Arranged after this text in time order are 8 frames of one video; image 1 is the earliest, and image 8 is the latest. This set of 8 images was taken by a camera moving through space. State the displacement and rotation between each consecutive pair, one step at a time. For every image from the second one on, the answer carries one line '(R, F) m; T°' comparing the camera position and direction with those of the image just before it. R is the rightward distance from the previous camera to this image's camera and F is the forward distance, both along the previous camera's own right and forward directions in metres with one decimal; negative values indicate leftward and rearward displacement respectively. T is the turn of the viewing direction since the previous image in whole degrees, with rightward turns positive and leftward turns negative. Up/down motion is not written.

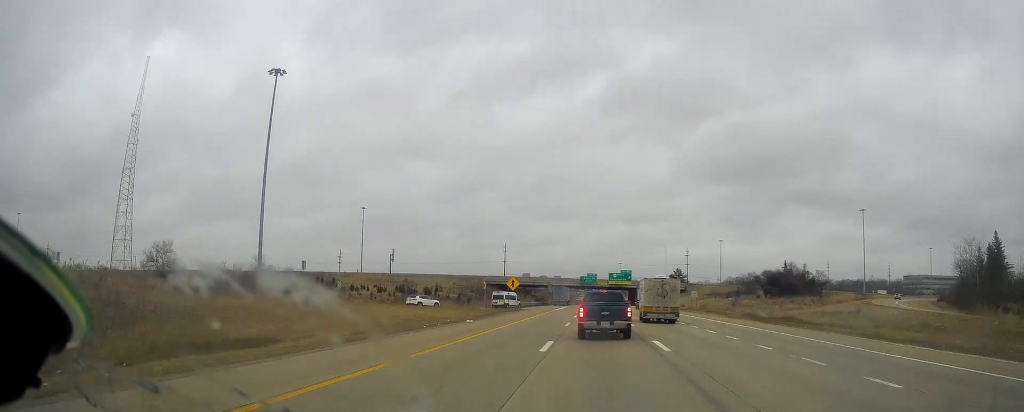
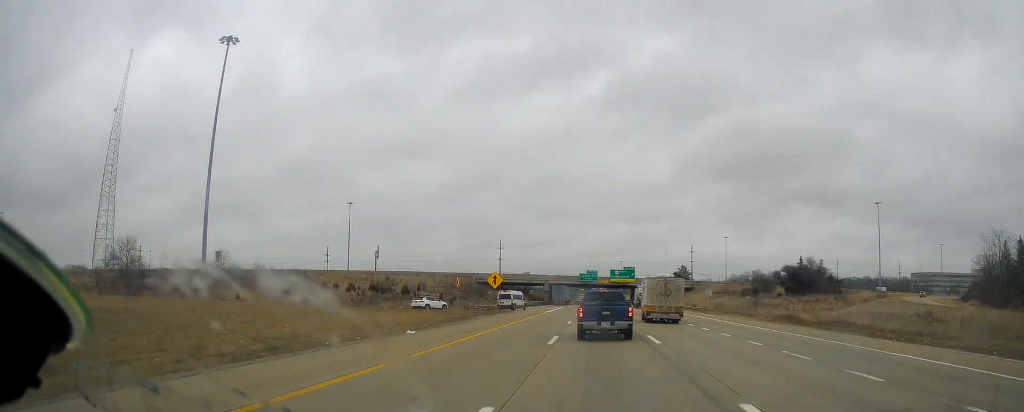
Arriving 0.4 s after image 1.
(+0.1, +13.3) m; 0°
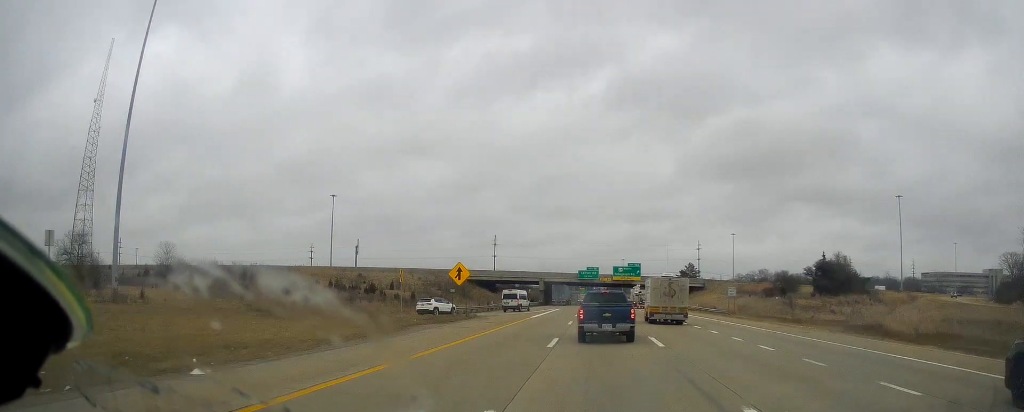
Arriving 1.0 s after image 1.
(-0.1, +15.9) m; 0°
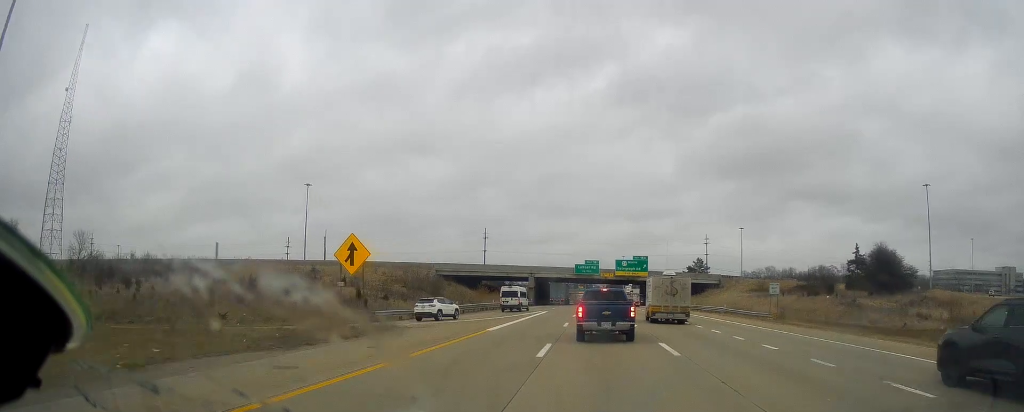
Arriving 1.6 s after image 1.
(-0.5, +19.3) m; 0°
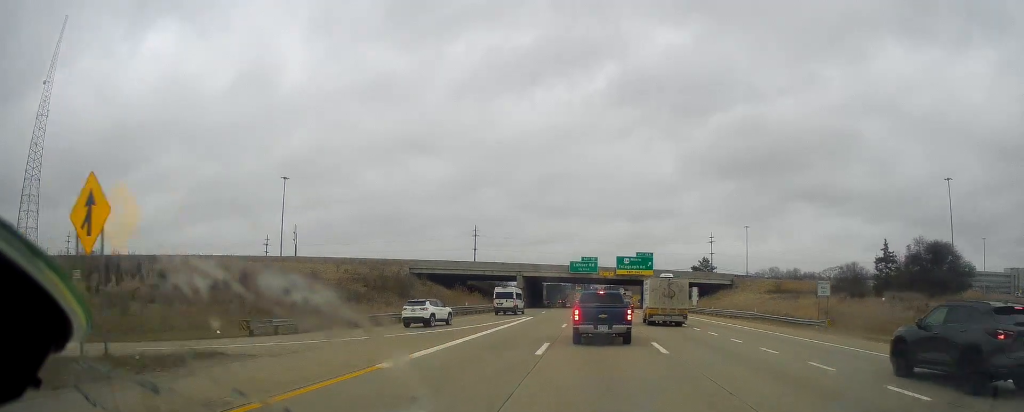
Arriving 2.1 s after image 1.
(+0.3, +14.0) m; 0°
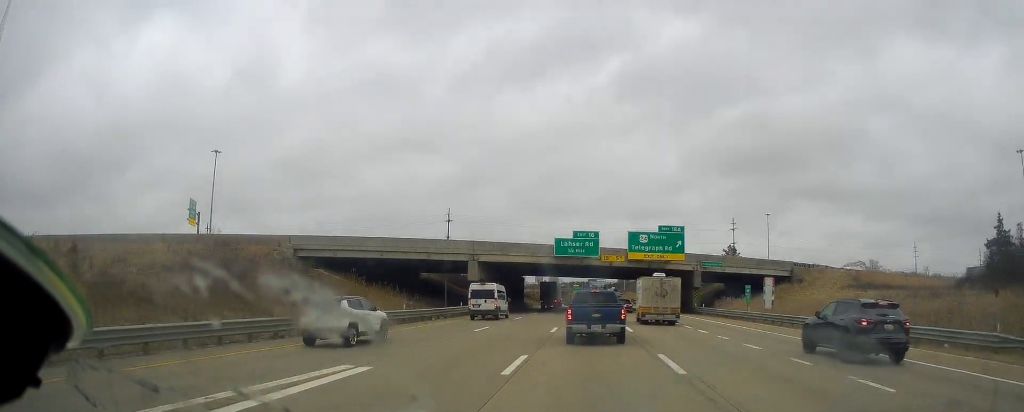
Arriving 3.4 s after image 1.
(+0.1, +35.7) m; +1°
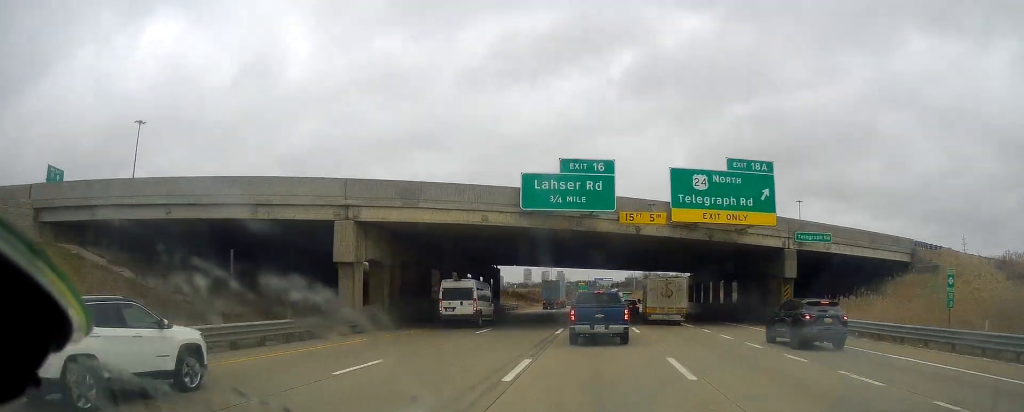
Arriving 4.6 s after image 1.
(+0.7, +31.3) m; +1°
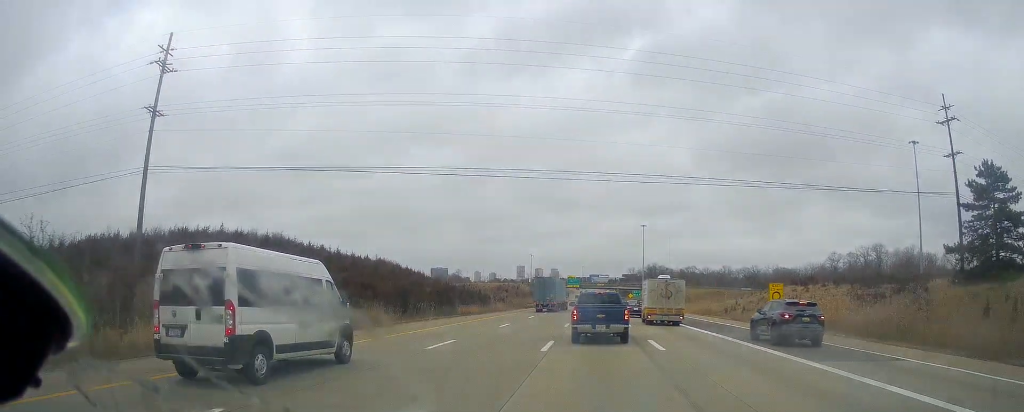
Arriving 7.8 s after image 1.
(-1.2, +84.2) m; -2°
